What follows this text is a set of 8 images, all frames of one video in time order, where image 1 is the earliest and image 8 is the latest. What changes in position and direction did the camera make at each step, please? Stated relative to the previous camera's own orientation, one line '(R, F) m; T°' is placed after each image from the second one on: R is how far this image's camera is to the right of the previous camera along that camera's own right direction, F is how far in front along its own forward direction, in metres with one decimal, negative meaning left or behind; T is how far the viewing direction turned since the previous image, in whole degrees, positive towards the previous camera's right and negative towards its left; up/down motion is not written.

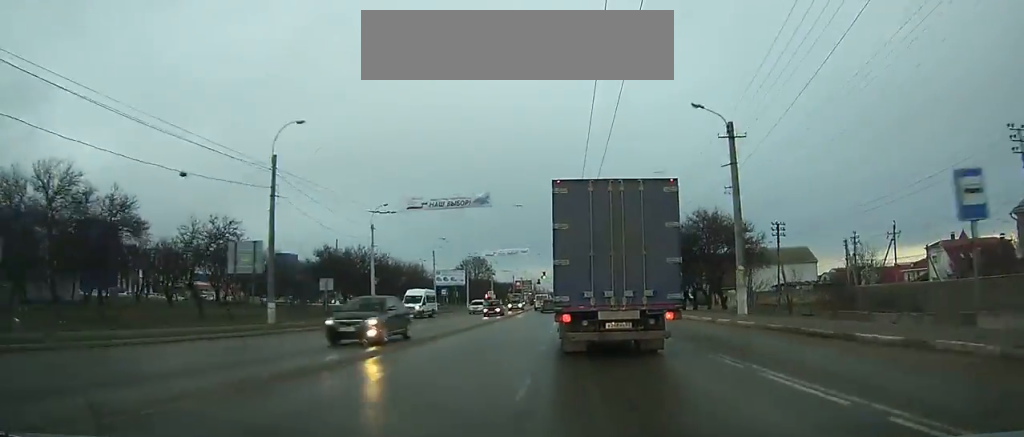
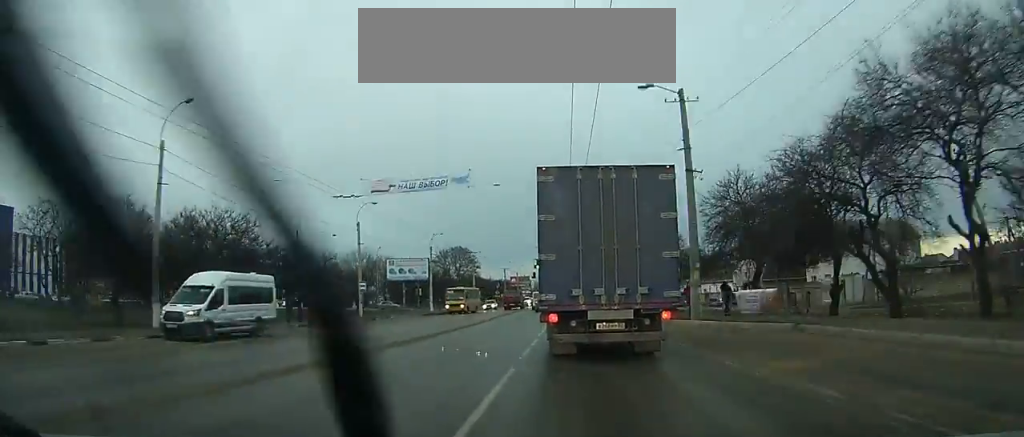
(-0.1, +30.5) m; 0°
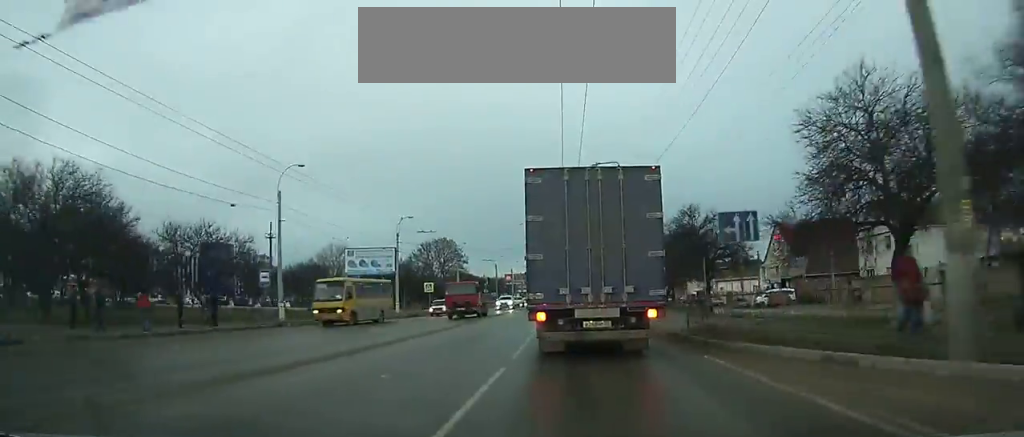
(-0.1, +14.7) m; 0°
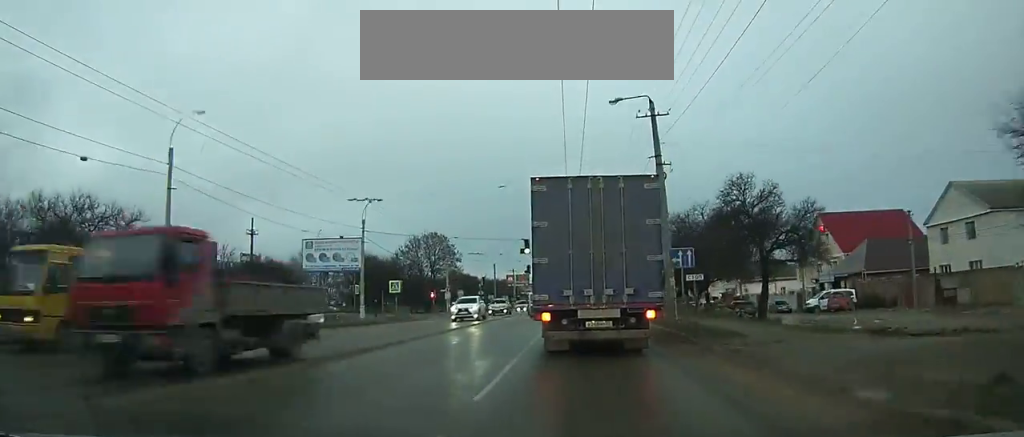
(+0.1, +12.2) m; 0°
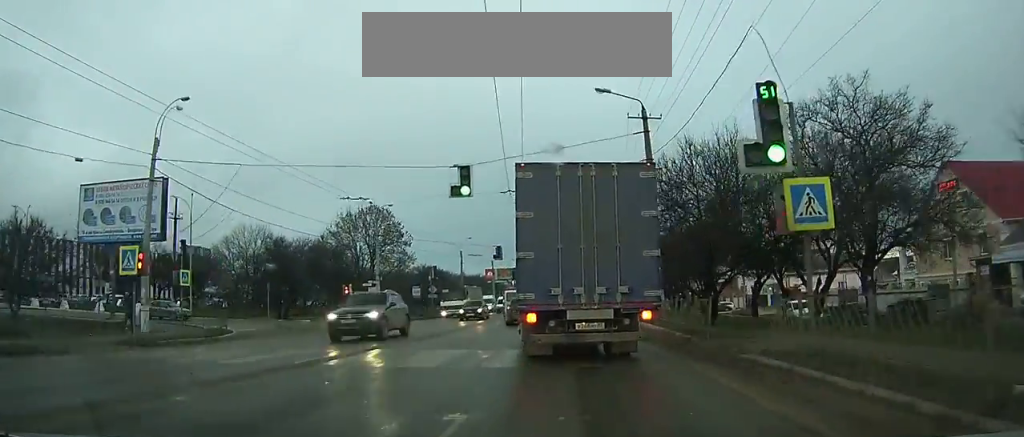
(-0.6, +24.8) m; -1°
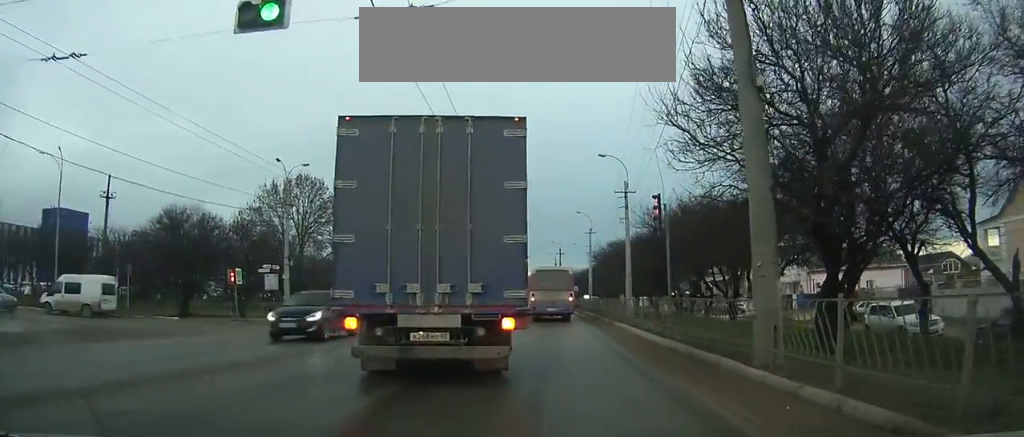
(+1.4, +16.3) m; +9°
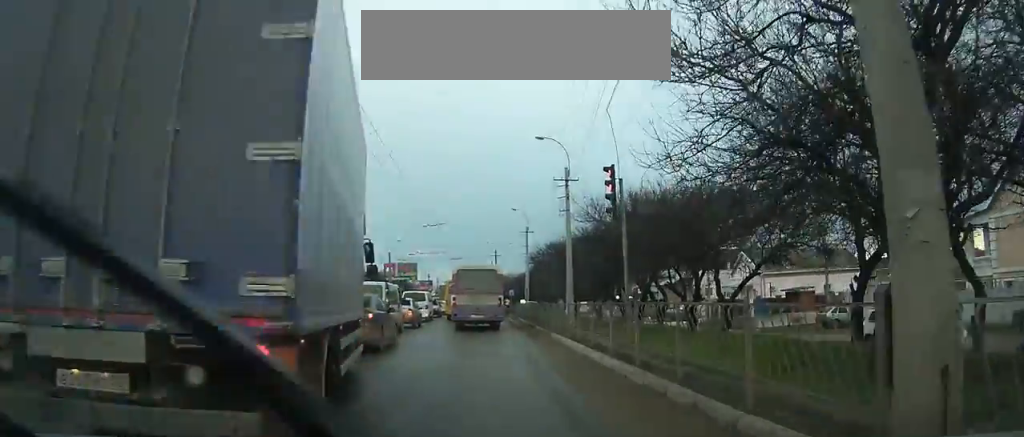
(-0.2, +6.4) m; -6°
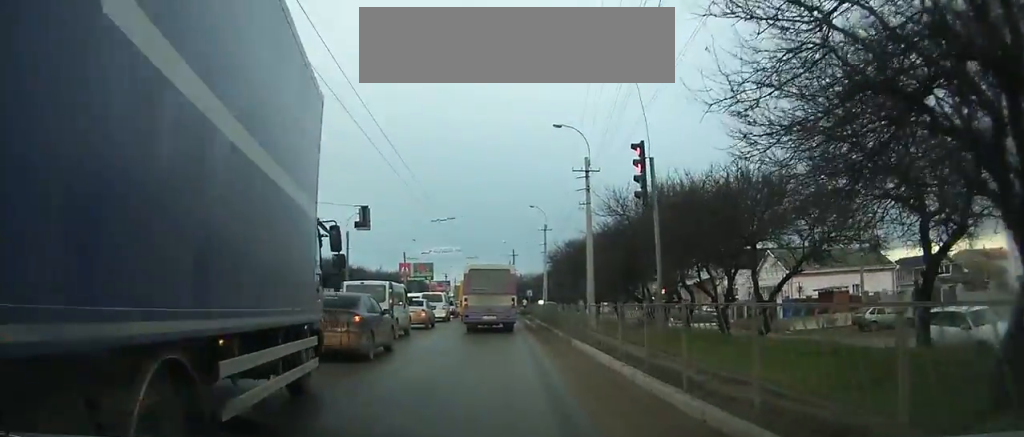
(-0.1, +2.8) m; -2°
